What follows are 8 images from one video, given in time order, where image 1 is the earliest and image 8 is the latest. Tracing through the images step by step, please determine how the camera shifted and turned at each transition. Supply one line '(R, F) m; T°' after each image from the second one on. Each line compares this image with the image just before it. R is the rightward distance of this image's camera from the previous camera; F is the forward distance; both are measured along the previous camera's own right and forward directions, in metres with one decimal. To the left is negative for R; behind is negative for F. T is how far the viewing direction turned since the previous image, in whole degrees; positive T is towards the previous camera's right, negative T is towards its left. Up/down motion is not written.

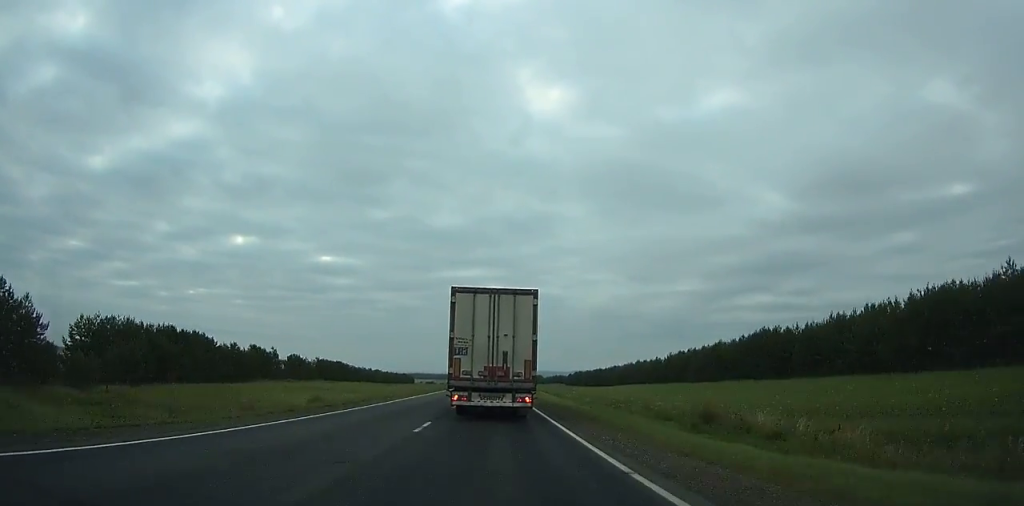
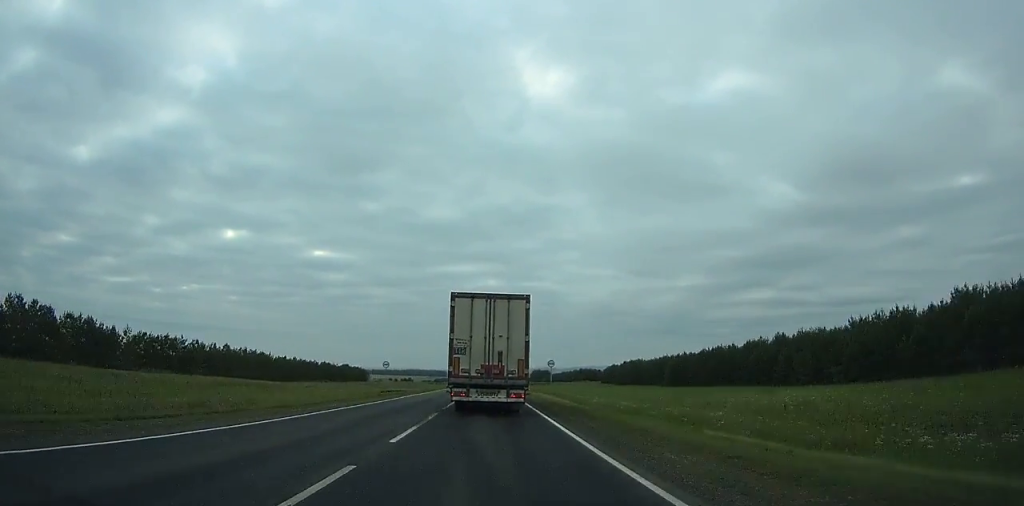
(-0.3, +147.2) m; 0°
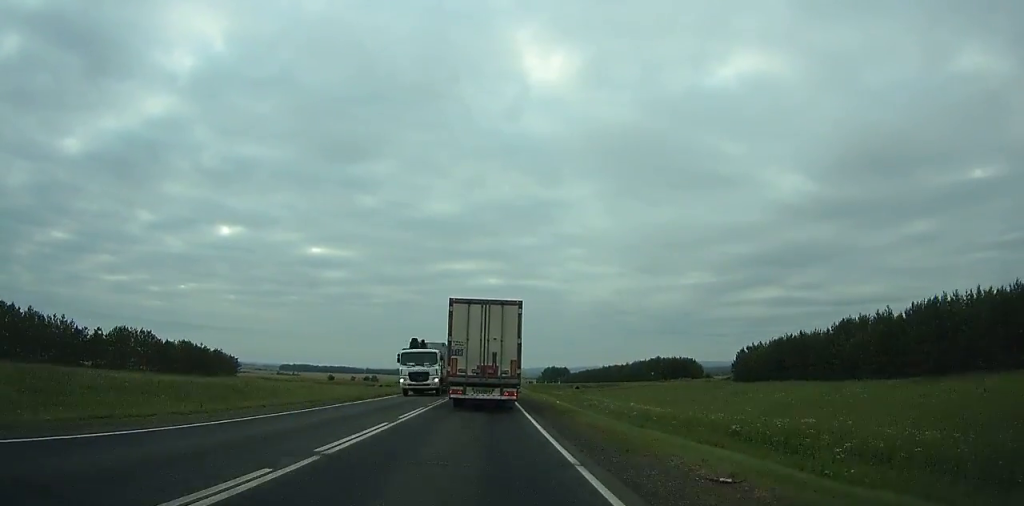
(0.0, +144.5) m; 0°
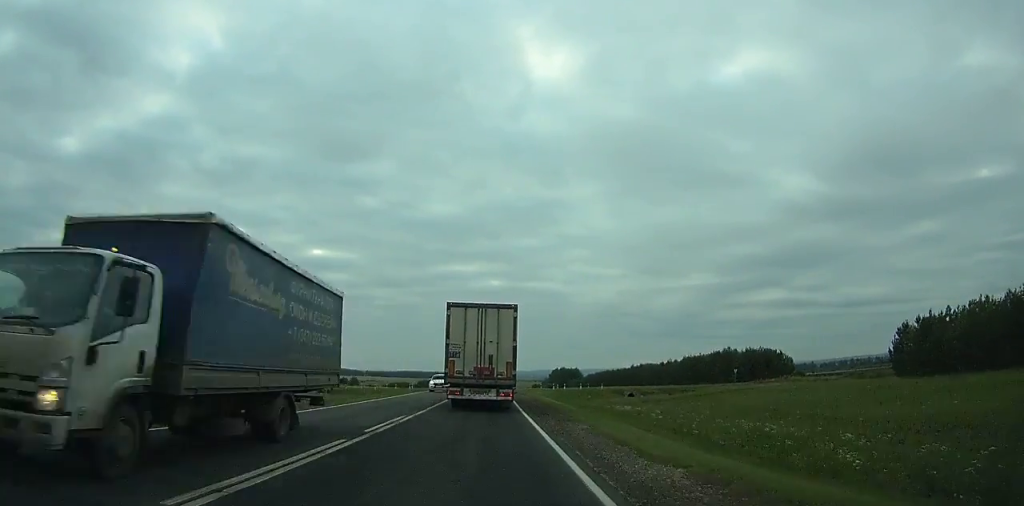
(+0.1, +52.4) m; 0°
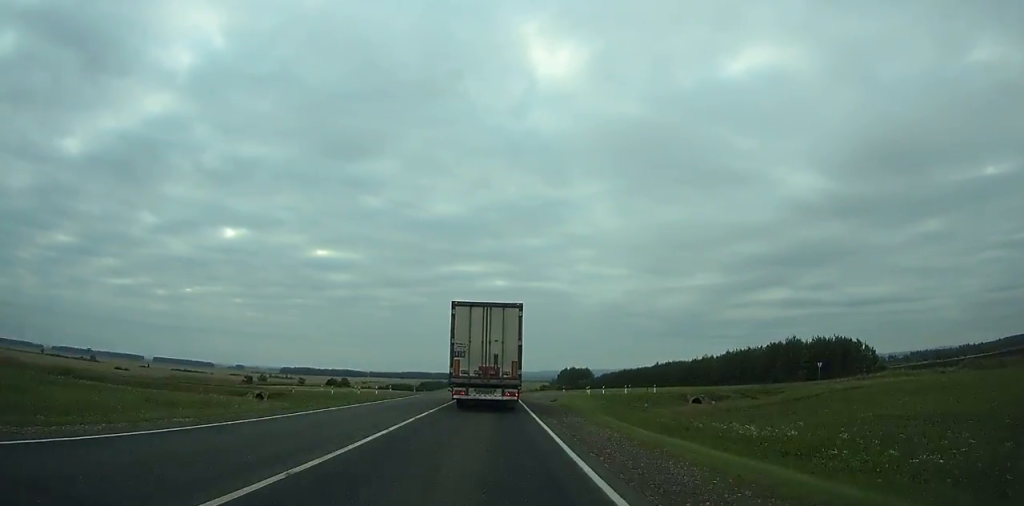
(-0.1, +26.1) m; 0°
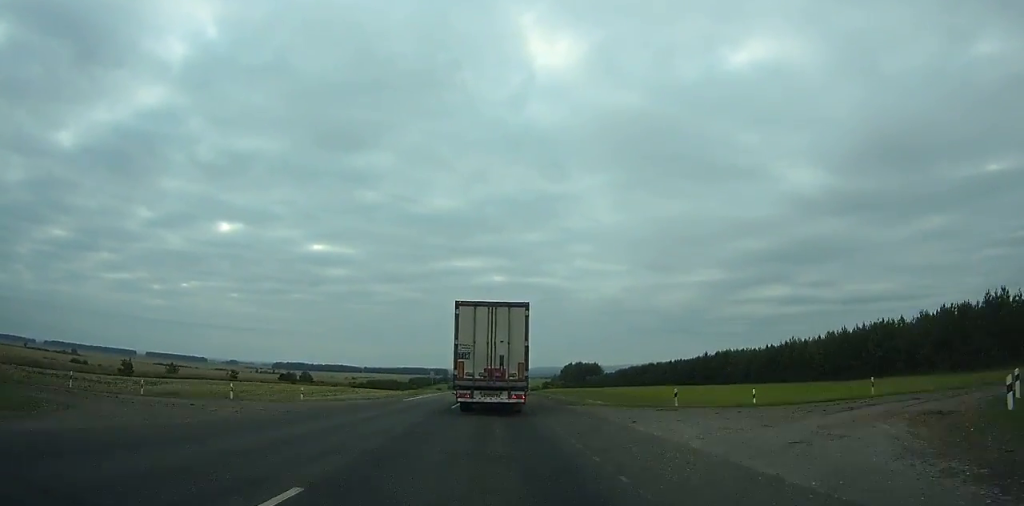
(-0.1, +46.0) m; 0°
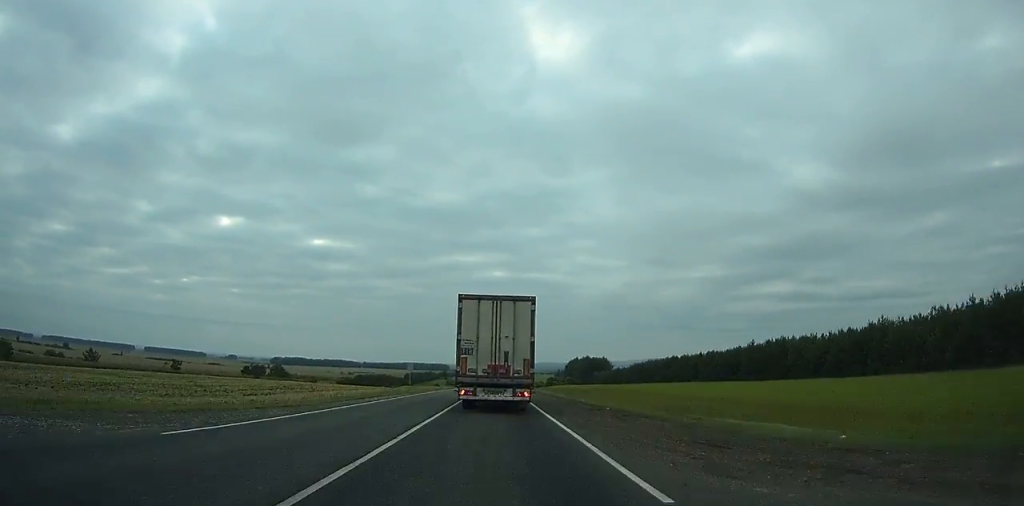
(-0.1, +25.9) m; 0°
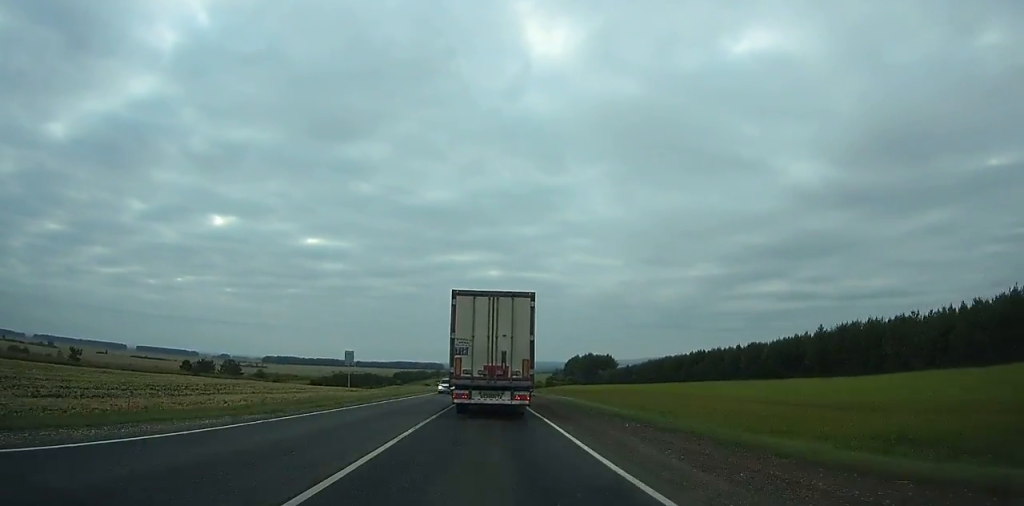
(0.0, +27.5) m; 0°
